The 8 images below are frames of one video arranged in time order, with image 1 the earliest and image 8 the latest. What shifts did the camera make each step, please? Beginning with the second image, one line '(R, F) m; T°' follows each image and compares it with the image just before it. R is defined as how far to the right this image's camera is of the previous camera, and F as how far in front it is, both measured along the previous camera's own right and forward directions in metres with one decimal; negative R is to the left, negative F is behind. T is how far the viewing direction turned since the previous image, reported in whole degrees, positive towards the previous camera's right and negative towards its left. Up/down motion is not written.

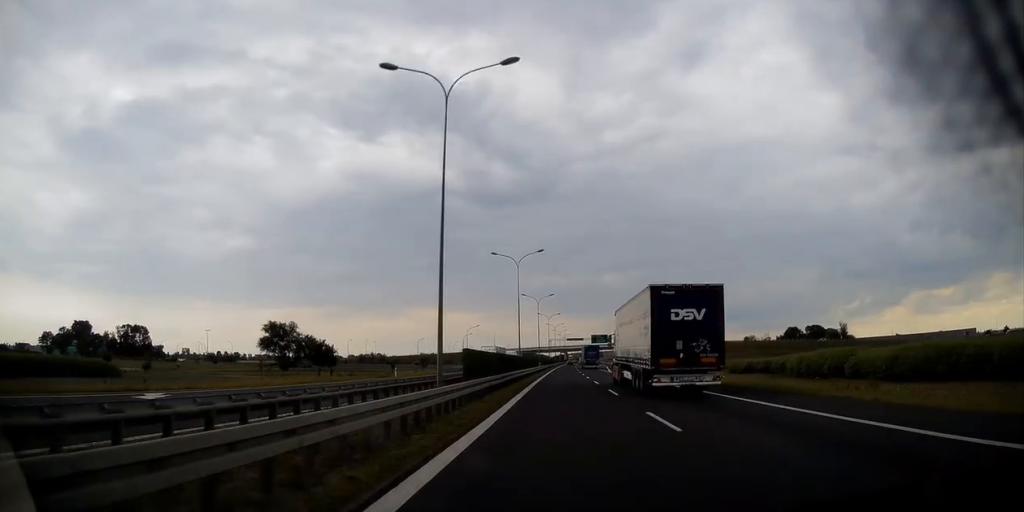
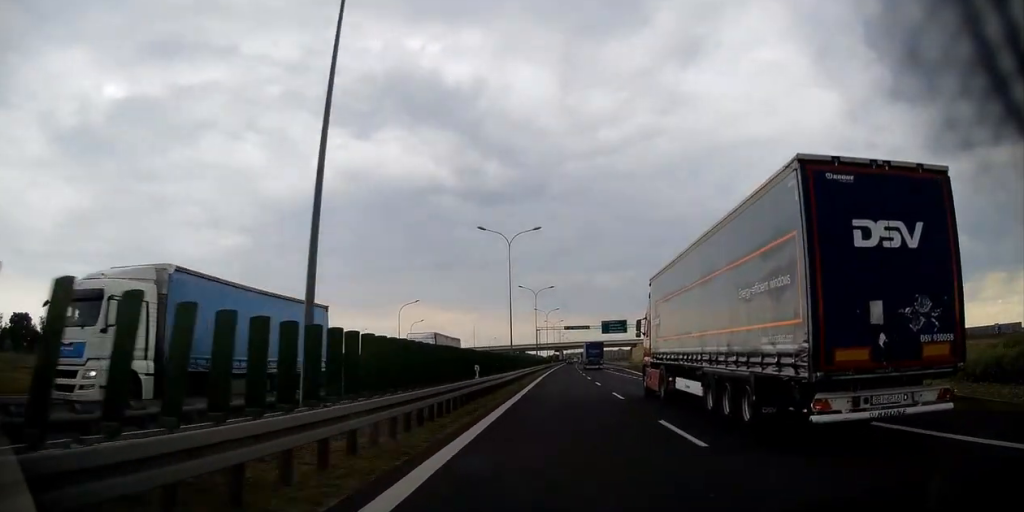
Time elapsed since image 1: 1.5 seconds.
(+0.3, +50.6) m; 0°
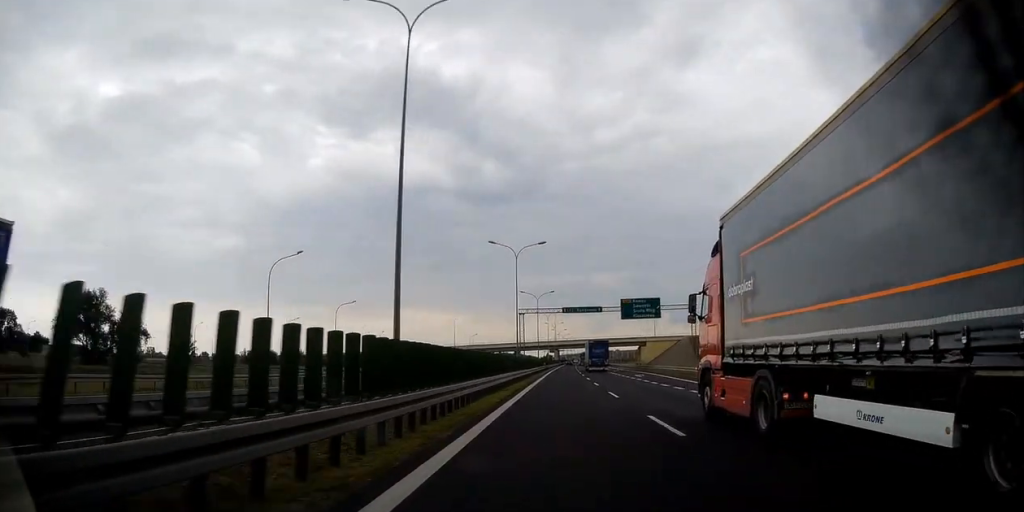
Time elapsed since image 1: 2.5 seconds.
(+0.2, +34.4) m; +1°
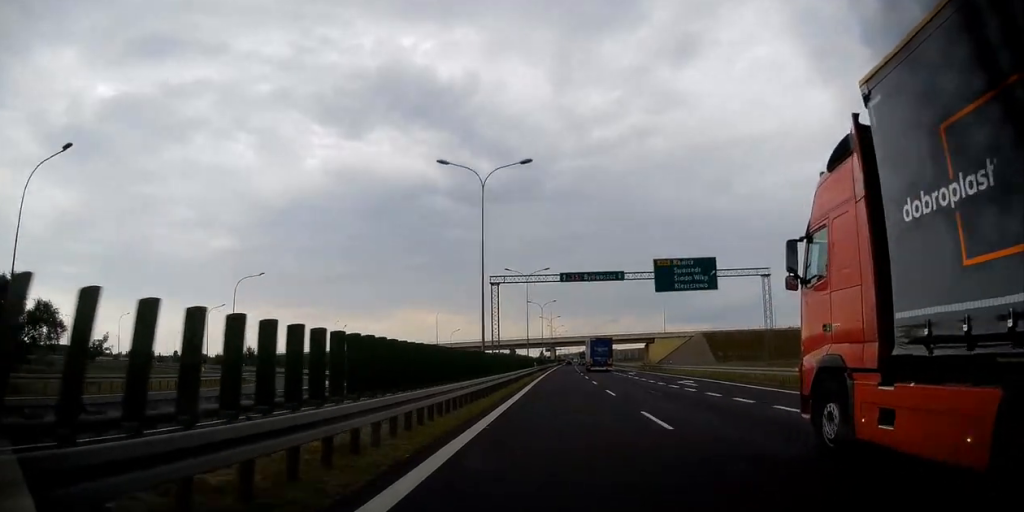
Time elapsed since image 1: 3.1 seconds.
(+0.2, +23.0) m; 0°
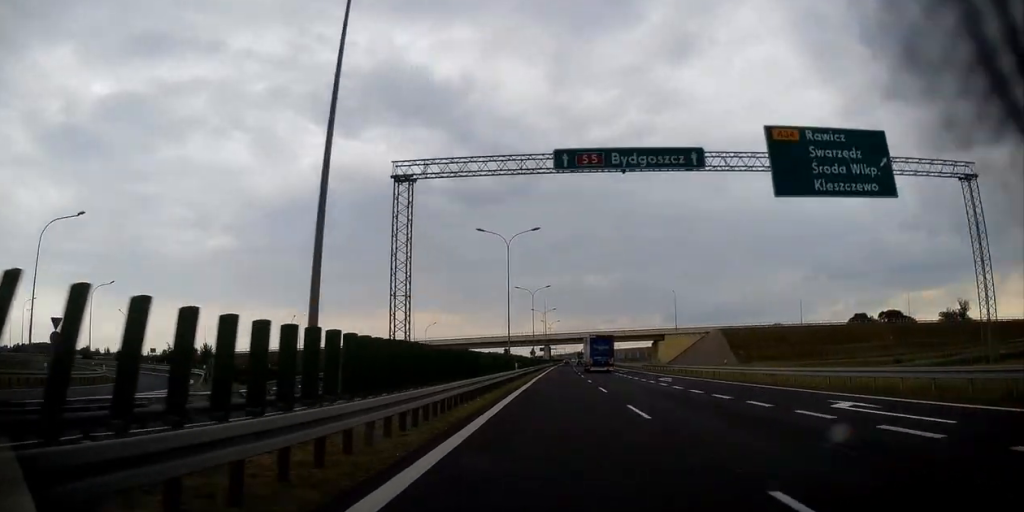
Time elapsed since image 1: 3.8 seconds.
(+0.1, +21.9) m; 0°
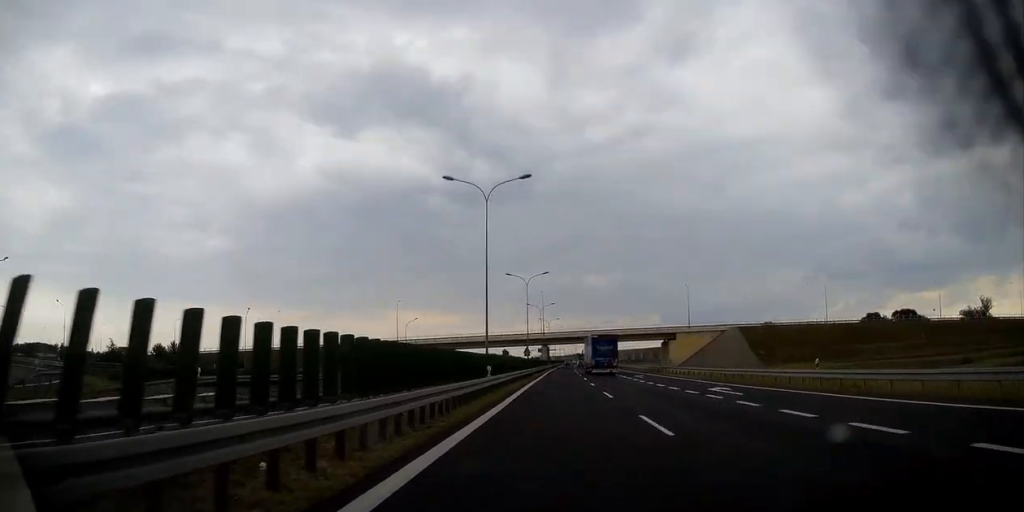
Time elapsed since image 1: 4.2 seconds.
(-0.1, +15.0) m; 0°
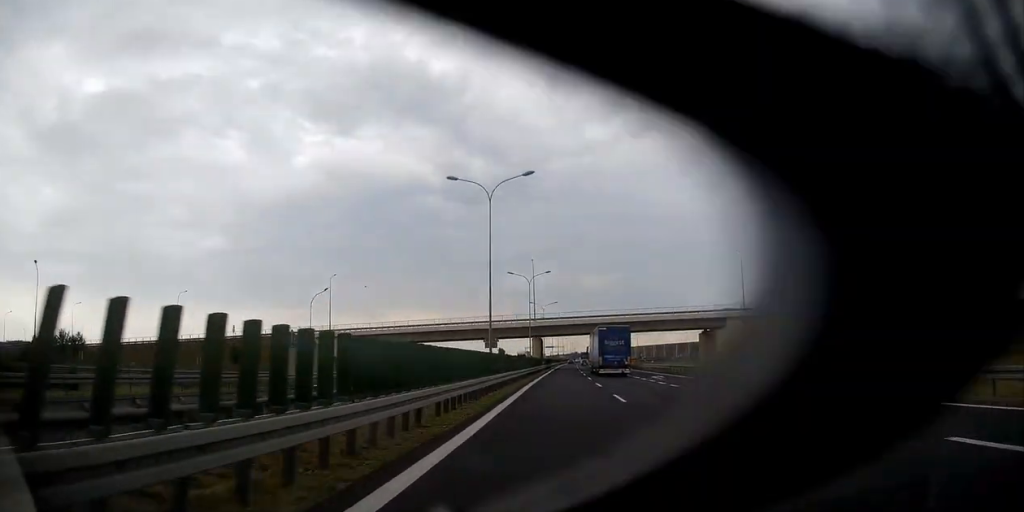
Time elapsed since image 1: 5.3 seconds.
(+0.2, +39.4) m; 0°
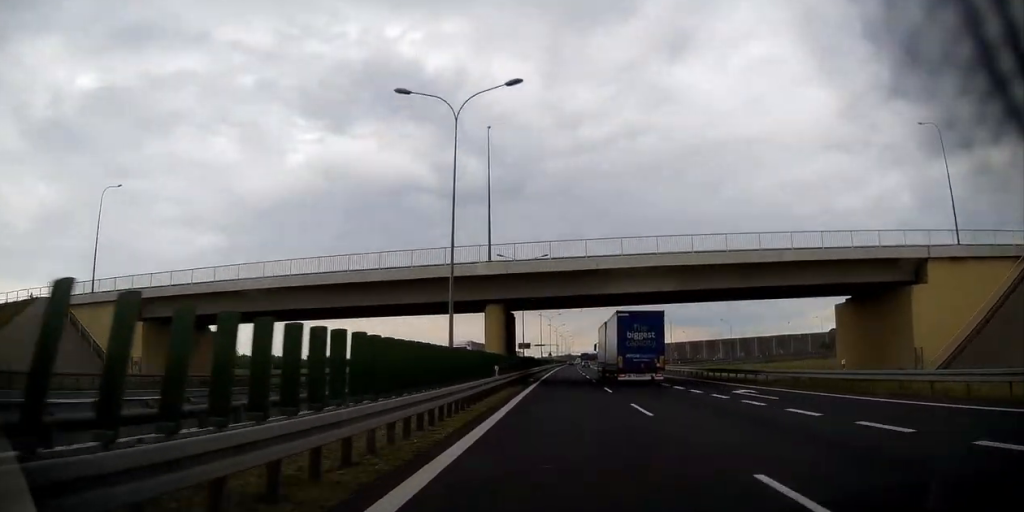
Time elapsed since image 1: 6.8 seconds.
(0.0, +52.5) m; 0°
